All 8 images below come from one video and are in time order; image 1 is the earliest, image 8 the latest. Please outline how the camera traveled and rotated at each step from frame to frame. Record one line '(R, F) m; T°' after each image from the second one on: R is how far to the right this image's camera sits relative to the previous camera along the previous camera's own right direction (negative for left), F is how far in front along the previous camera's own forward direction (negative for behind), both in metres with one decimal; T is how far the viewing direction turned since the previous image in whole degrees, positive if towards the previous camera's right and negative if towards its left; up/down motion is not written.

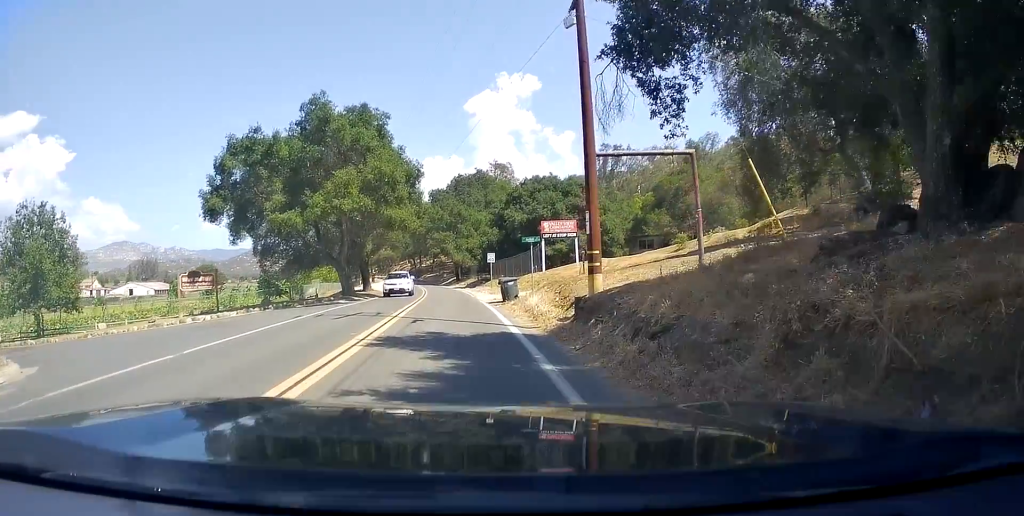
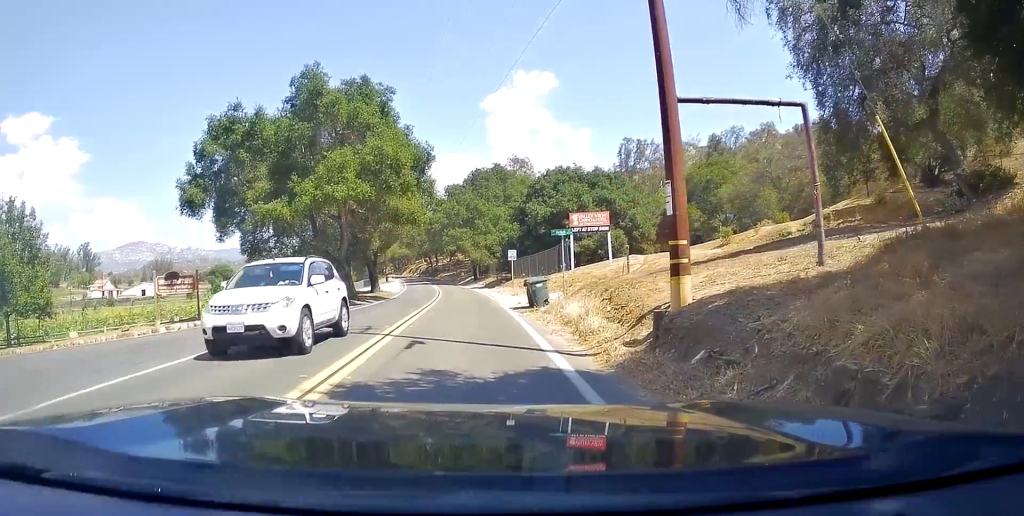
(-0.3, +5.7) m; -1°
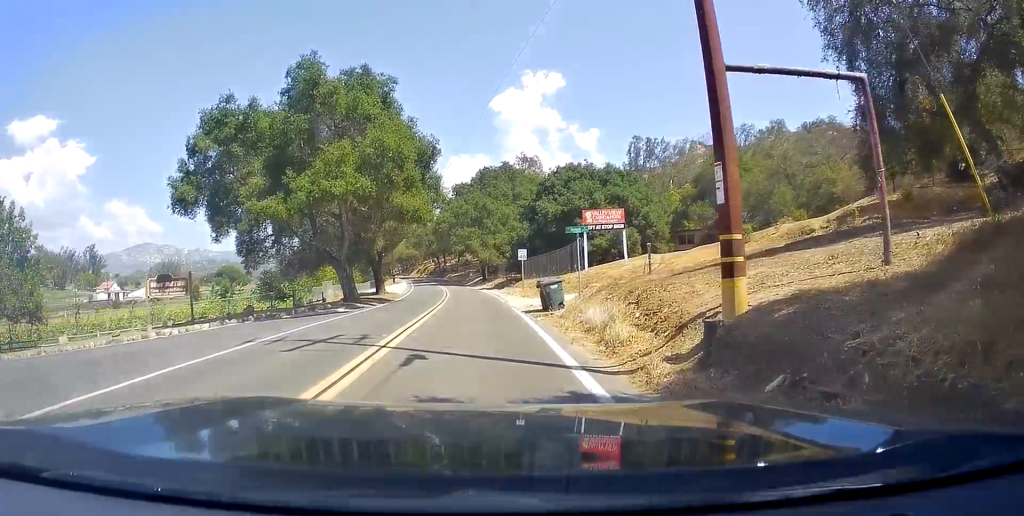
(0.0, +1.9) m; +1°
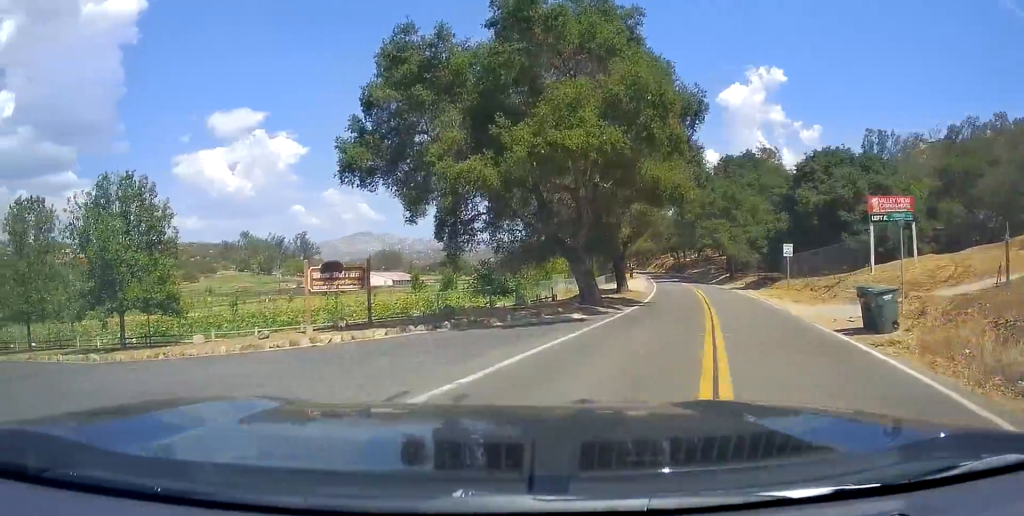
(-1.2, +6.5) m; -36°
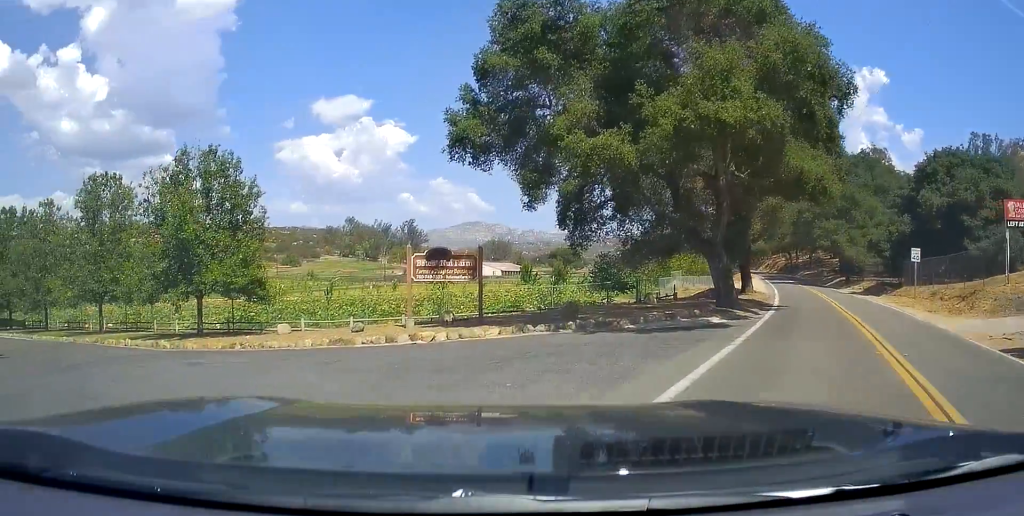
(-0.5, +2.4) m; -13°
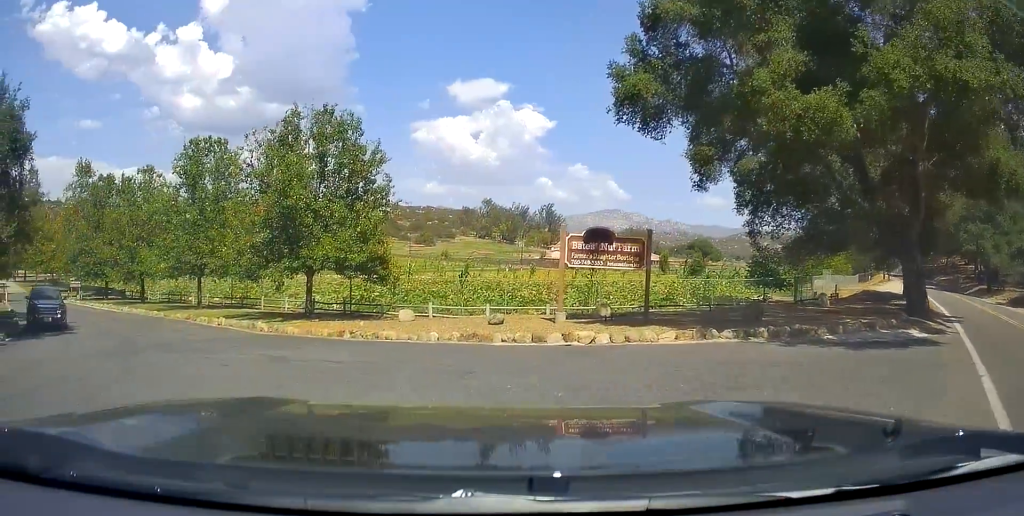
(-0.5, +3.4) m; -15°
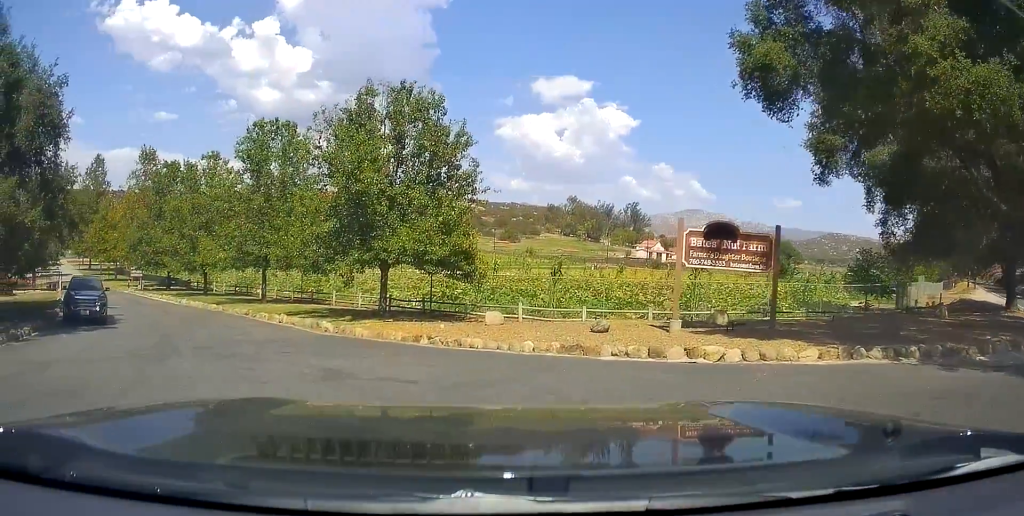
(+0.1, +2.6) m; -10°
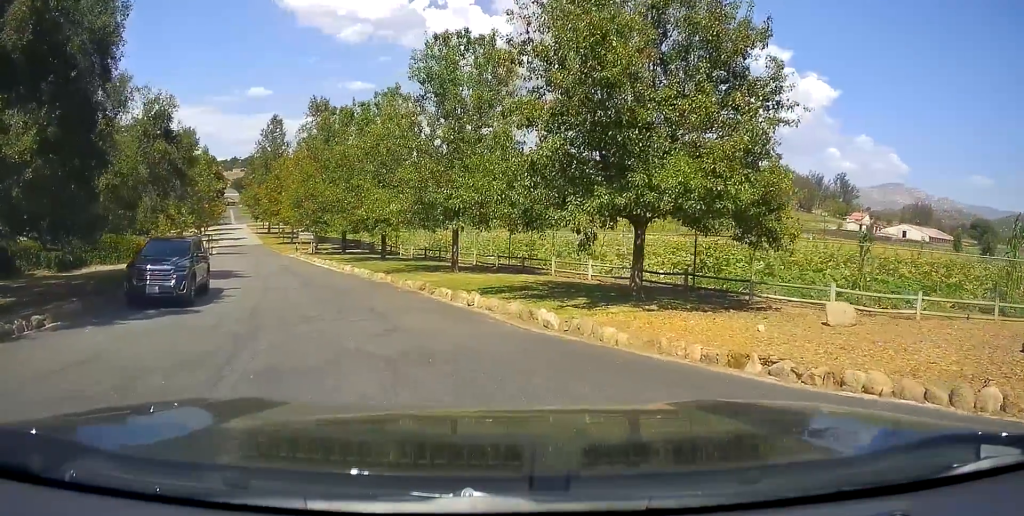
(-1.4, +8.1) m; -16°
